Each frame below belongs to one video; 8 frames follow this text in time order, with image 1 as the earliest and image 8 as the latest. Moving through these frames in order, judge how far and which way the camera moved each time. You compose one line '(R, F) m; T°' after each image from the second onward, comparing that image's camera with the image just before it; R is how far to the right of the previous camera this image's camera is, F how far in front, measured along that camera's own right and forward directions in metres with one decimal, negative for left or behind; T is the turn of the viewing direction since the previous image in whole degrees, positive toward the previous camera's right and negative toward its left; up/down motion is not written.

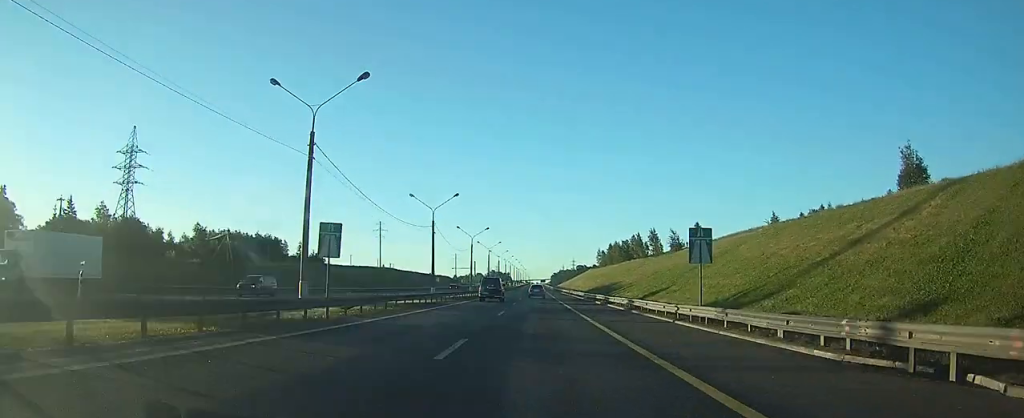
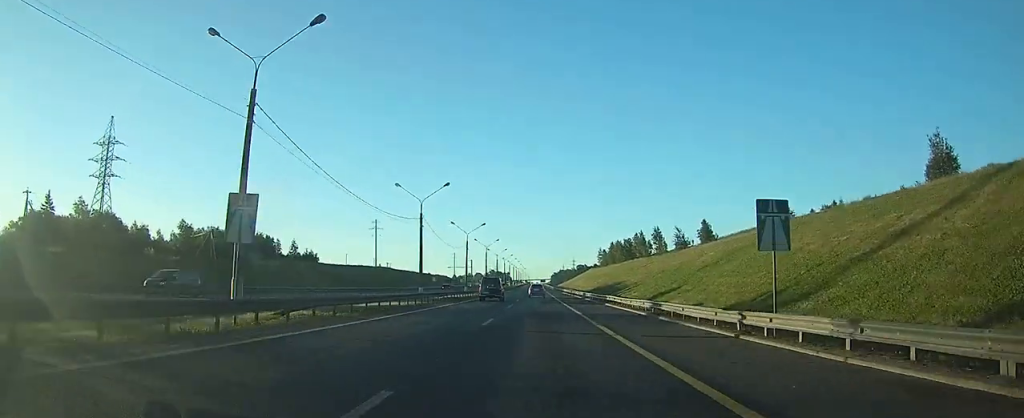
(0.0, +7.0) m; 0°
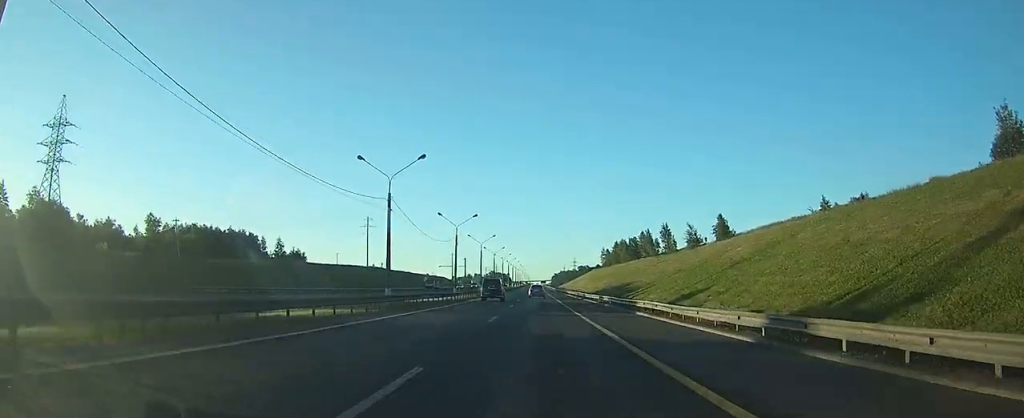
(0.0, +13.5) m; 0°
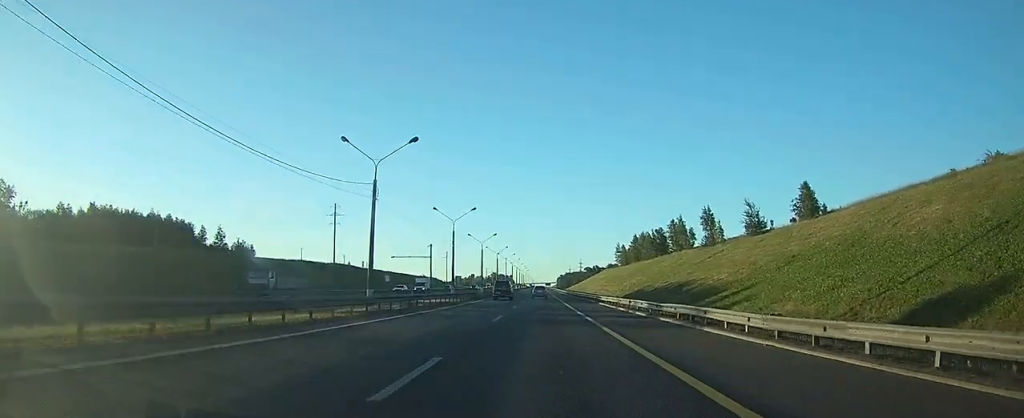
(+0.3, +45.6) m; +1°
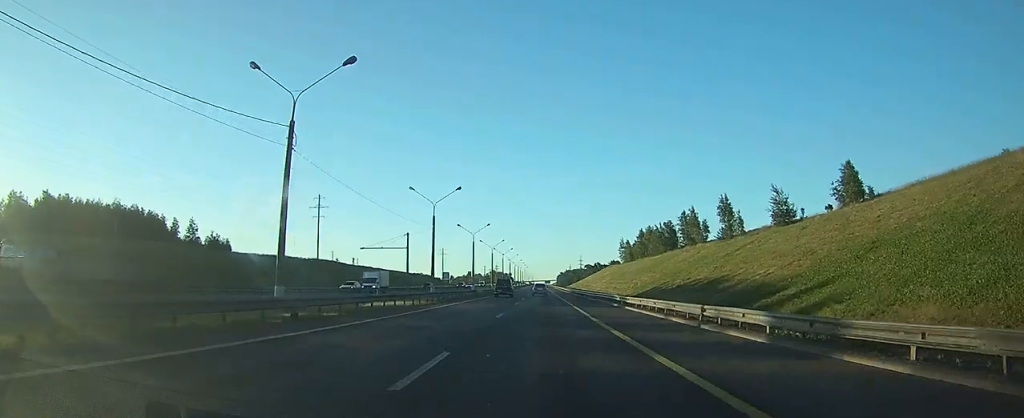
(0.0, +15.0) m; 0°
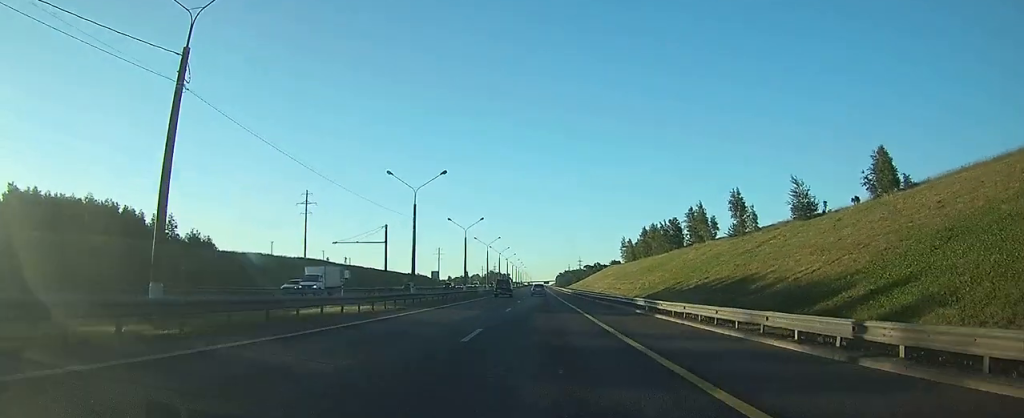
(0.0, +9.4) m; 0°
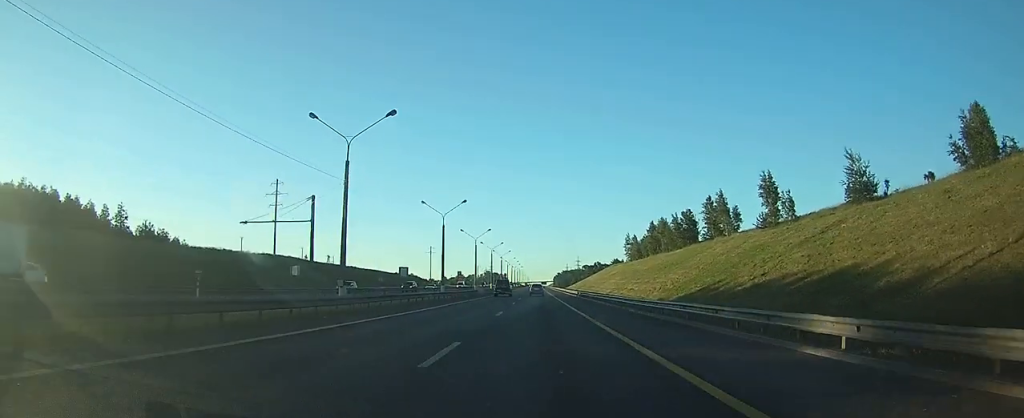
(0.0, +19.7) m; 0°
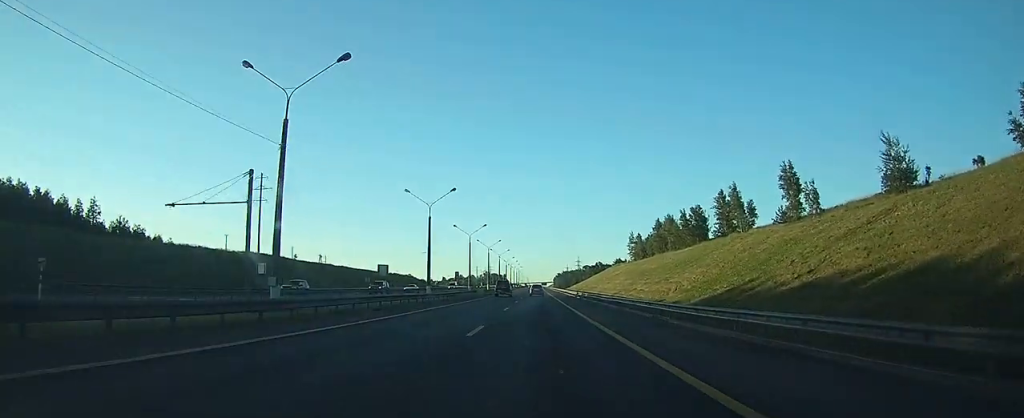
(0.0, +9.6) m; 0°
